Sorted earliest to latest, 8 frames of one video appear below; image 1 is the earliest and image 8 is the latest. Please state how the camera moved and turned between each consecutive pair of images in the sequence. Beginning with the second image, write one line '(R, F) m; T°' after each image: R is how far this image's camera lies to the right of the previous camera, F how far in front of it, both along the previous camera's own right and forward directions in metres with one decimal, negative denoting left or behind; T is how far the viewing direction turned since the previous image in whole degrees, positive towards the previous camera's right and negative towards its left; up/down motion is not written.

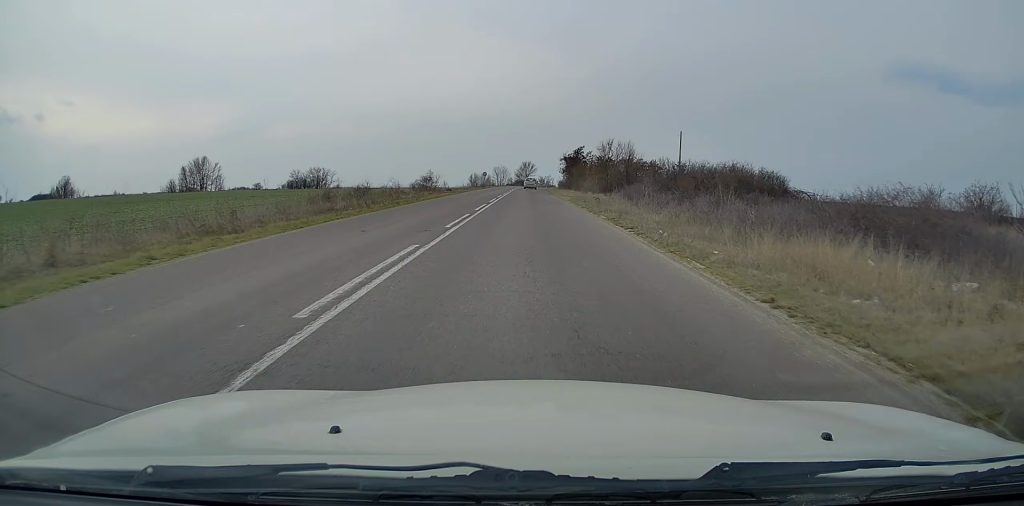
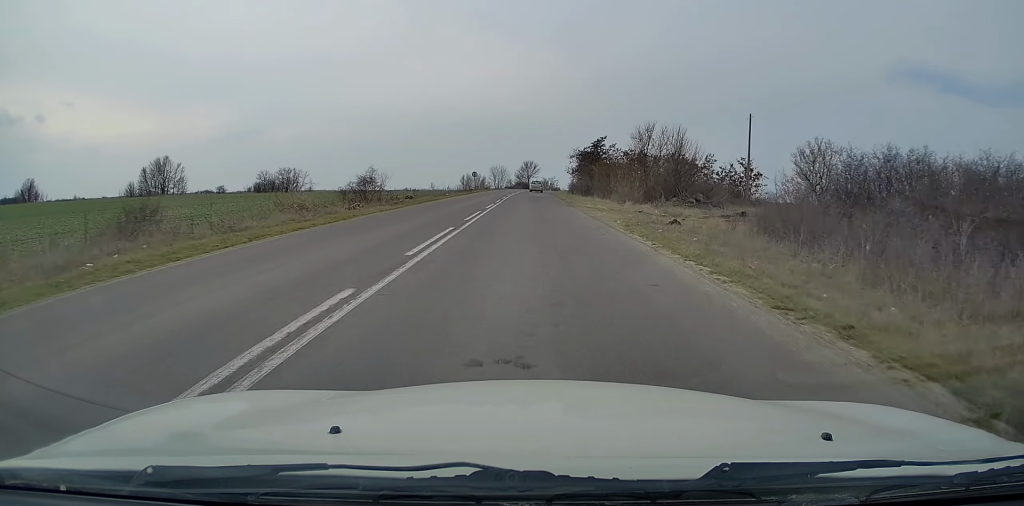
(-0.2, +23.6) m; 0°
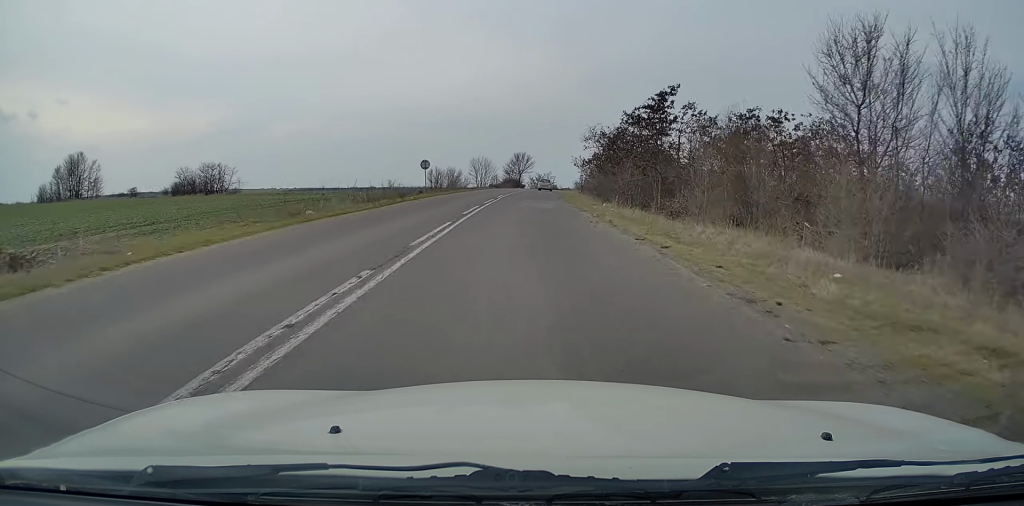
(+0.1, +35.1) m; +1°
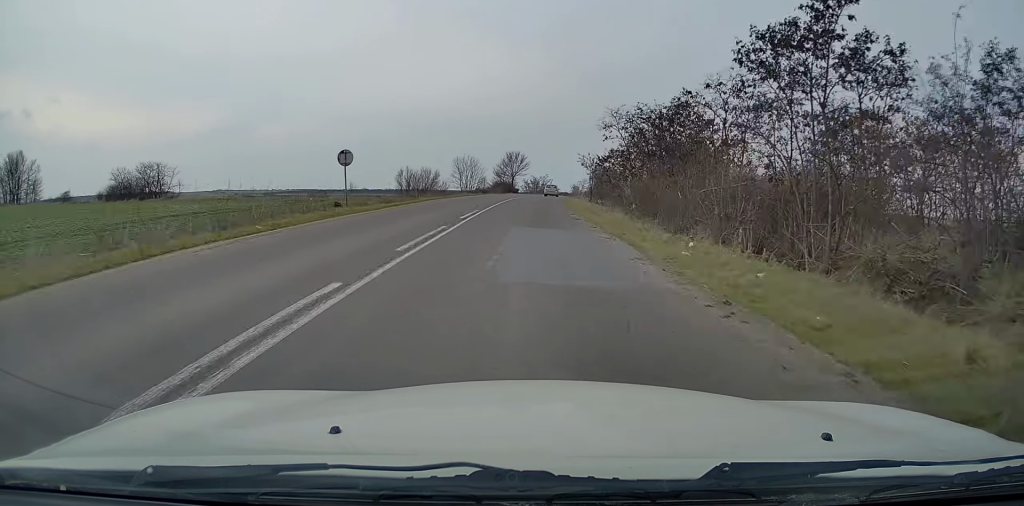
(+0.1, +19.6) m; +1°
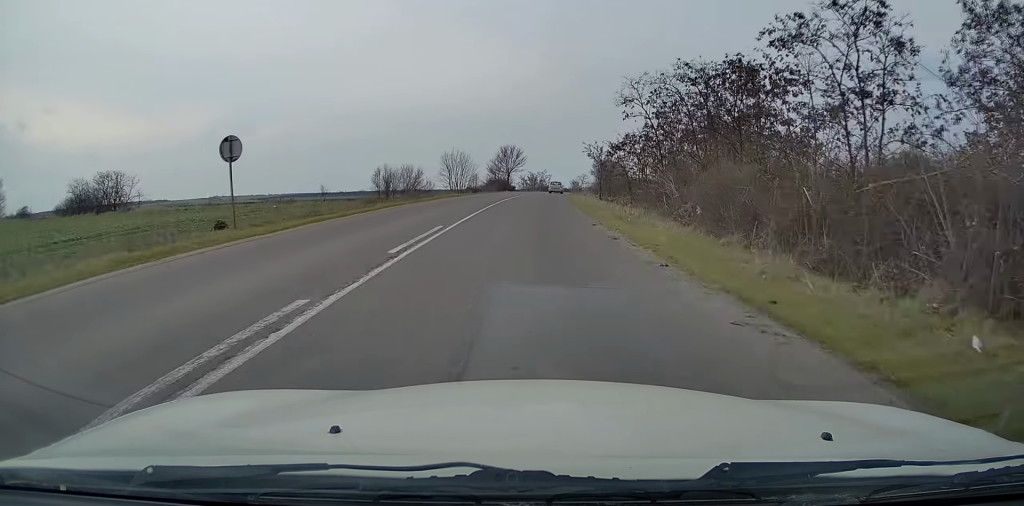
(+0.1, +10.6) m; 0°
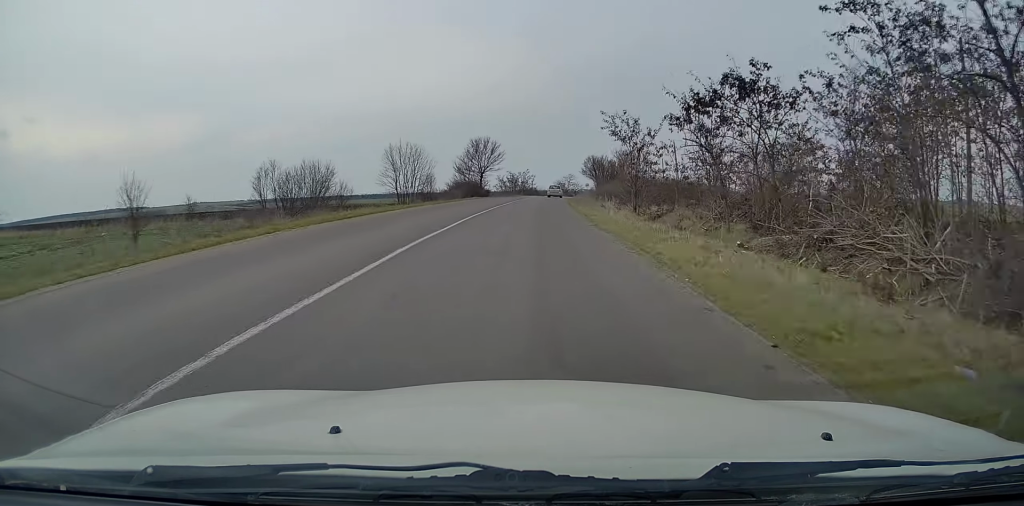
(+0.2, +26.2) m; +1°
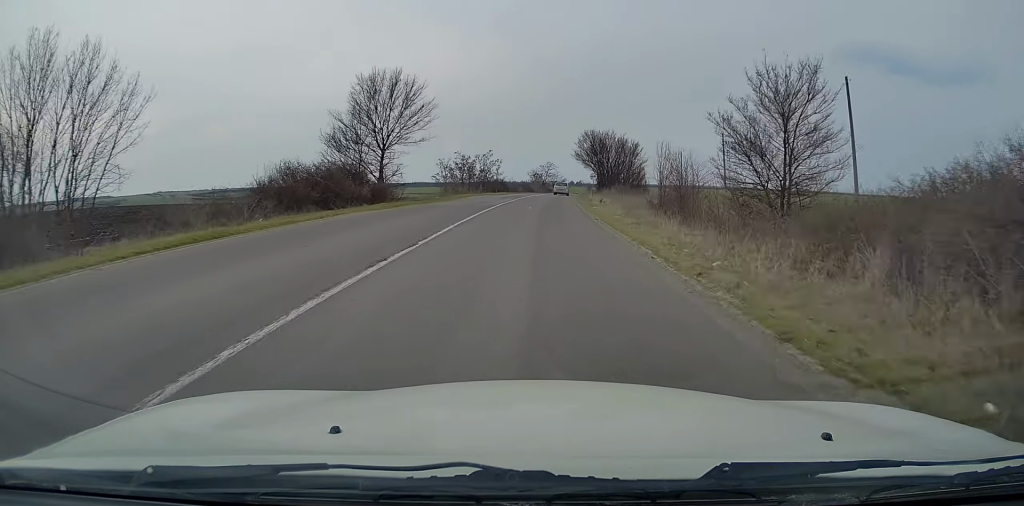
(+1.2, +49.9) m; +3°
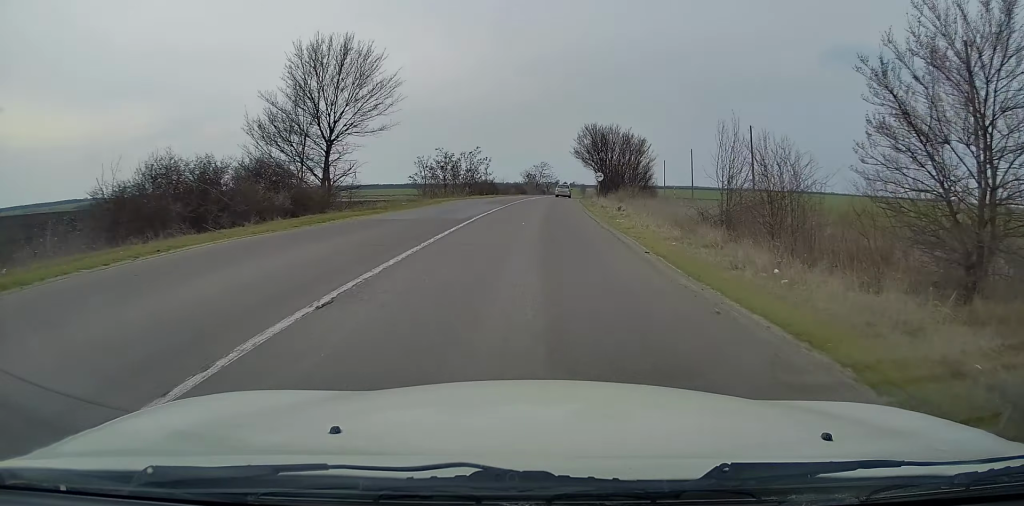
(0.0, +10.6) m; +1°
